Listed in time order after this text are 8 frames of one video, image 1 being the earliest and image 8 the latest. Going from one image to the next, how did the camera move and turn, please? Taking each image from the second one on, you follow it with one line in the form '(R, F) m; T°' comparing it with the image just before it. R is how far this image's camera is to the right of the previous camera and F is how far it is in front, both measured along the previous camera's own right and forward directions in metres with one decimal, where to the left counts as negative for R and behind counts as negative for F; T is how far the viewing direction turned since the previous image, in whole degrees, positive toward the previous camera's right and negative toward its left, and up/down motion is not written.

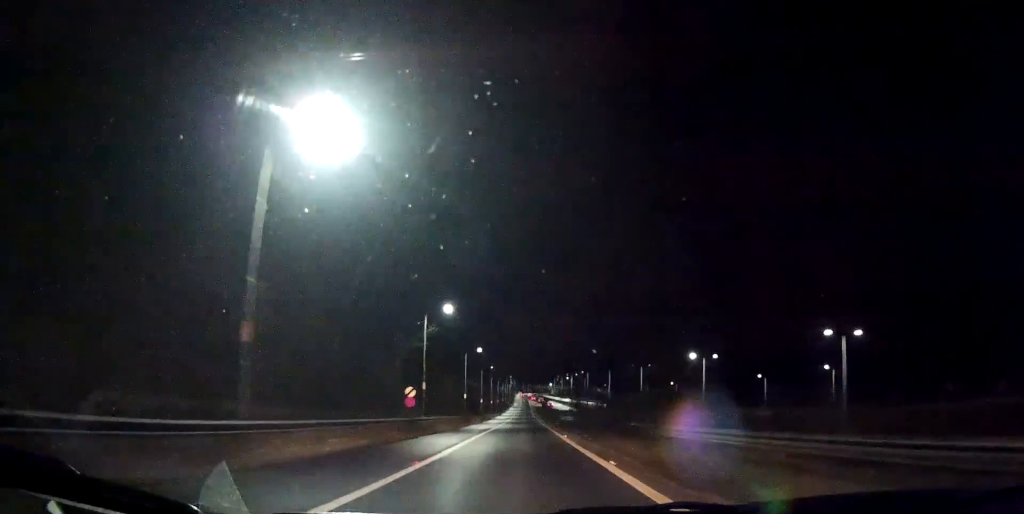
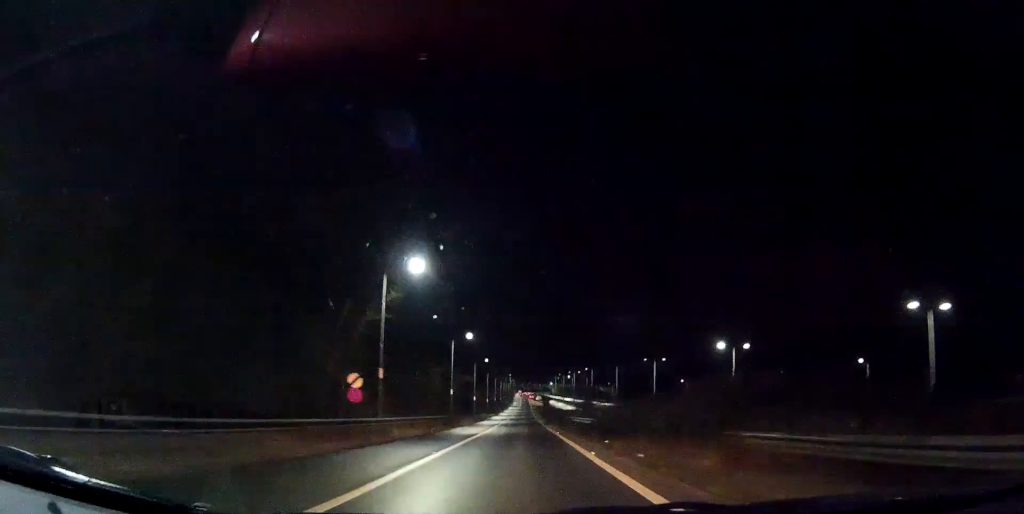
(0.0, +12.6) m; 0°
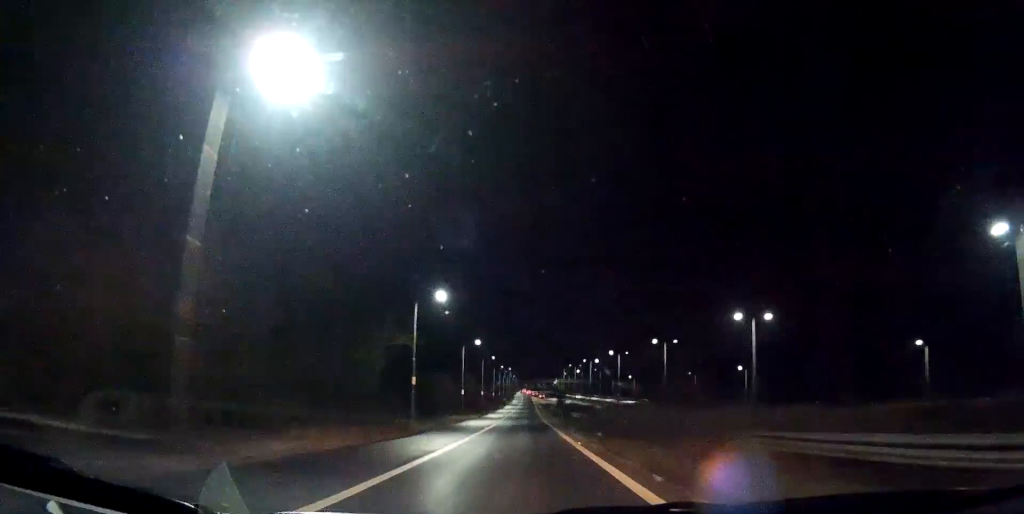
(-0.1, +47.4) m; -1°
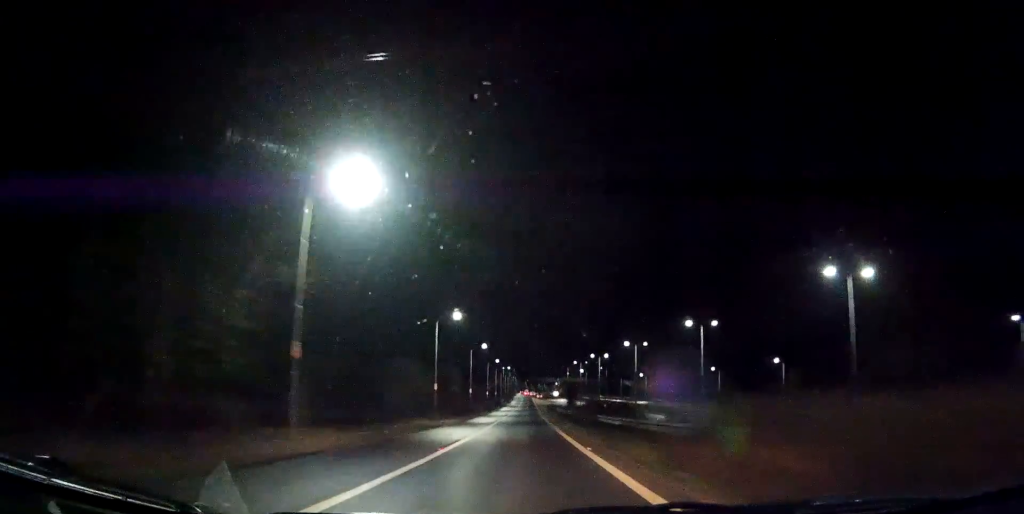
(+0.1, +19.9) m; 0°
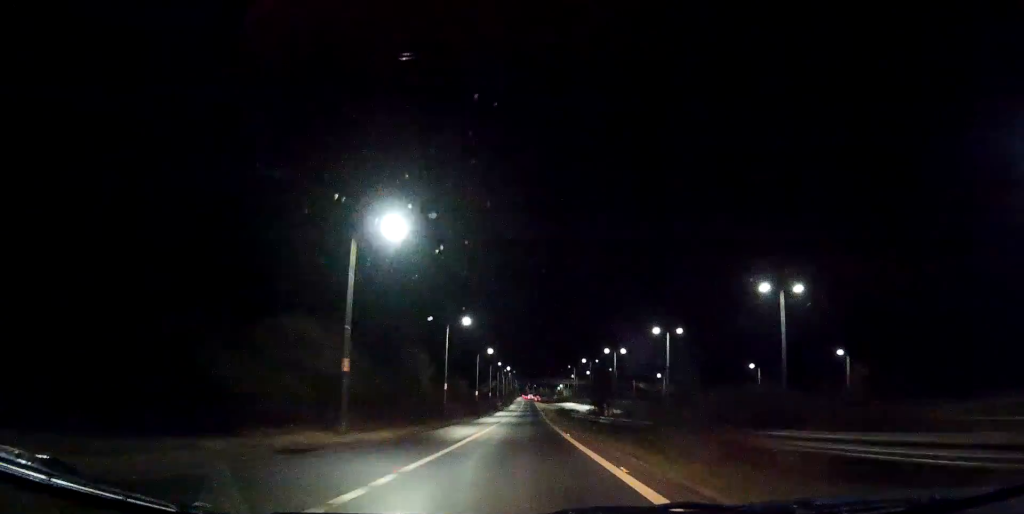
(-0.2, +24.1) m; -1°
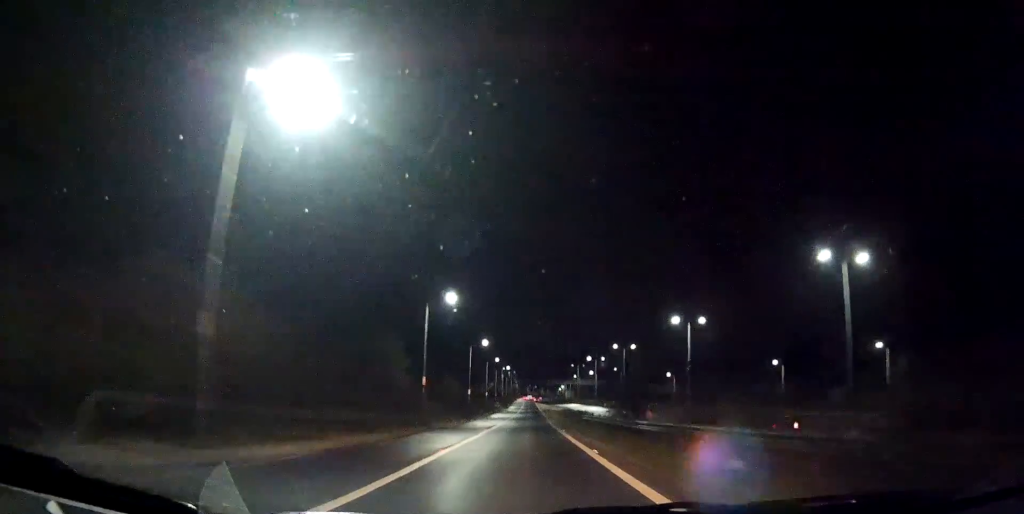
(-0.1, +11.3) m; 0°
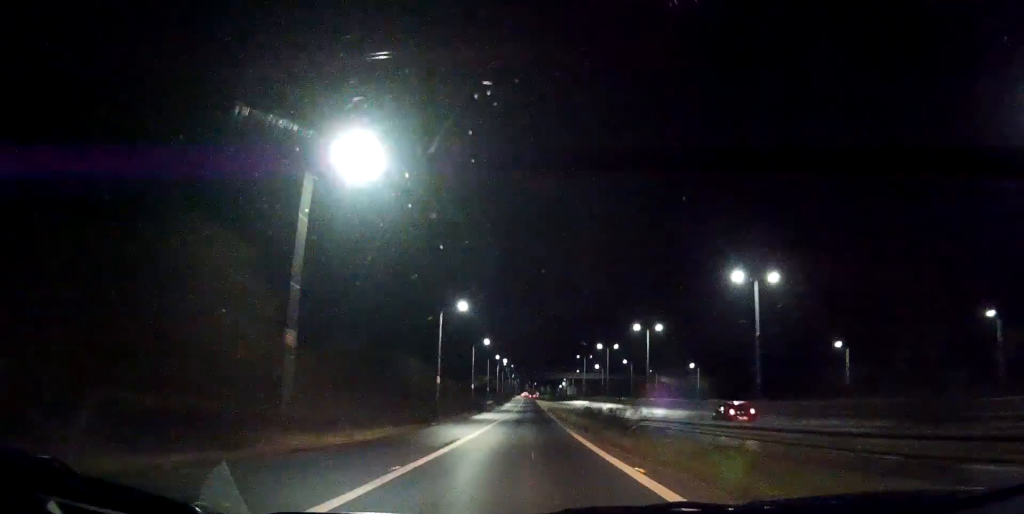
(0.0, +23.5) m; +1°
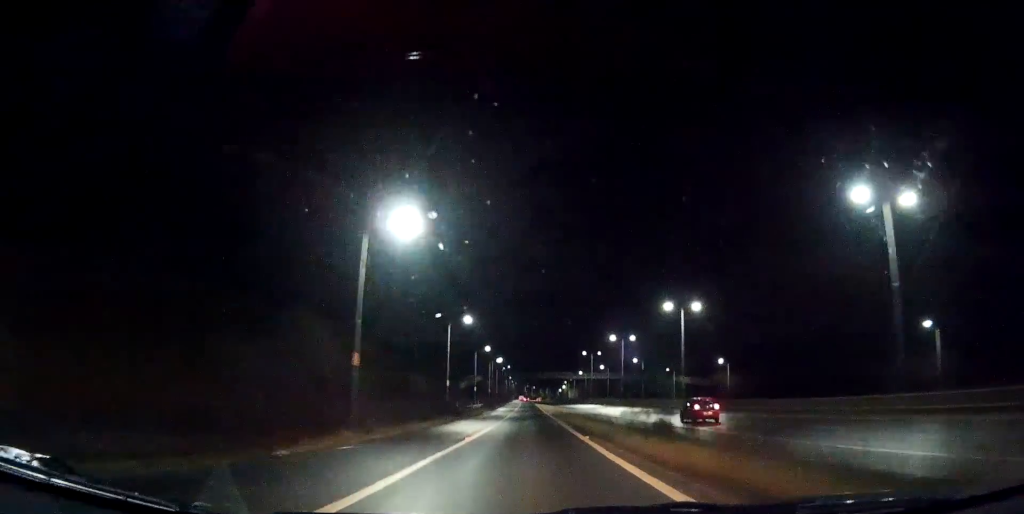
(+0.2, +22.0) m; +1°
